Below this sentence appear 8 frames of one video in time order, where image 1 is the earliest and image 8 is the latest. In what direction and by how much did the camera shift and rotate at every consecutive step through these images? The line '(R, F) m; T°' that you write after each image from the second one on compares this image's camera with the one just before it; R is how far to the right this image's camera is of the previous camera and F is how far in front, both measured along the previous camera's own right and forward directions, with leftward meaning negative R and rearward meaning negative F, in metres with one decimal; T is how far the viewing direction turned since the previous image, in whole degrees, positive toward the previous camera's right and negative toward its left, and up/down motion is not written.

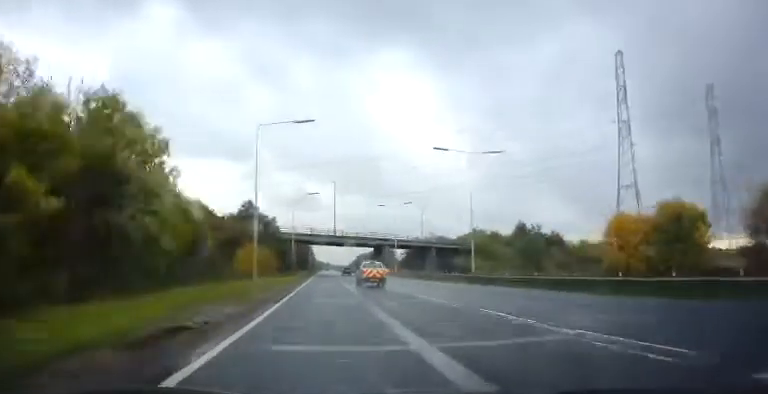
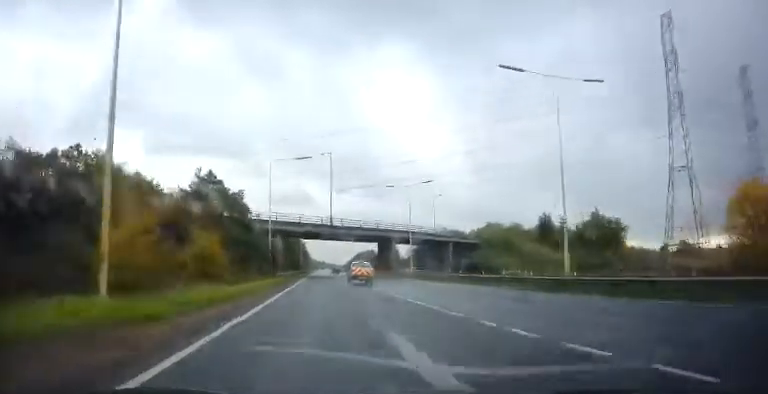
(+0.2, +18.7) m; 0°
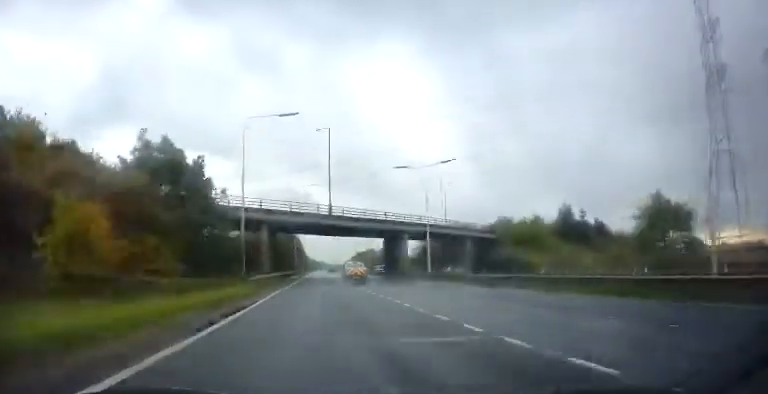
(-0.1, +11.7) m; 0°
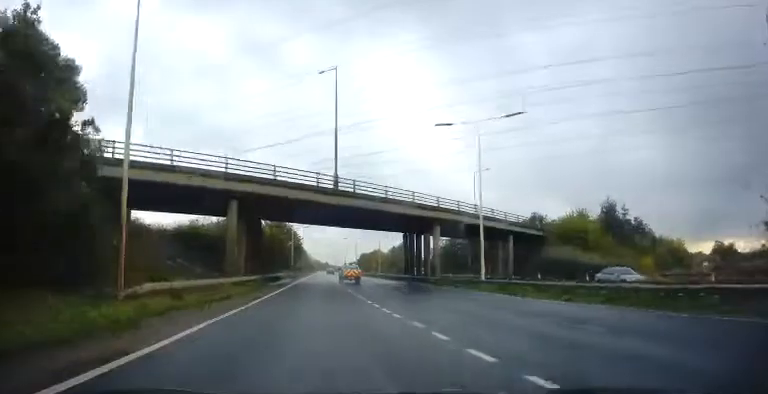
(0.0, +17.0) m; 0°
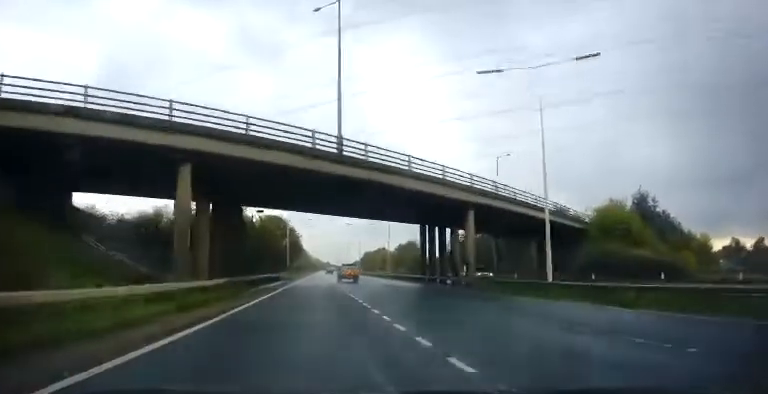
(0.0, +10.5) m; 0°
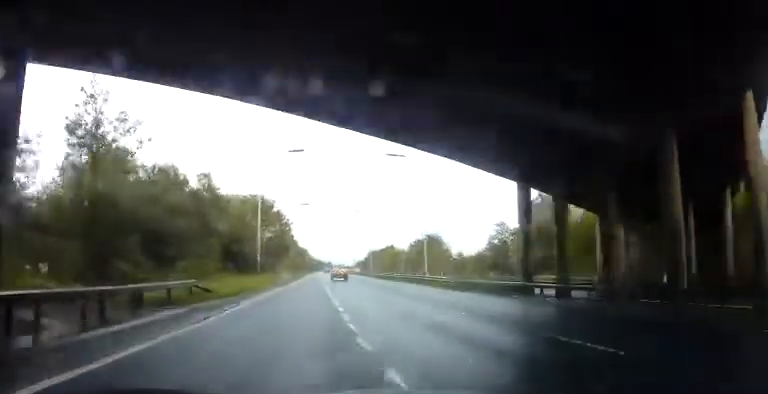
(0.0, +26.4) m; 0°
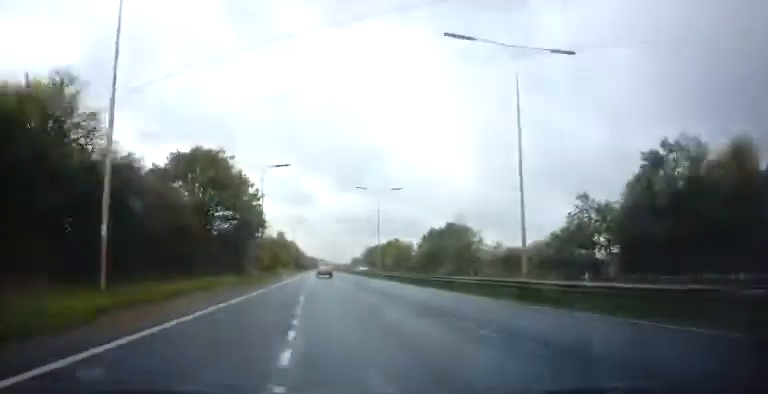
(+0.1, +24.5) m; 0°
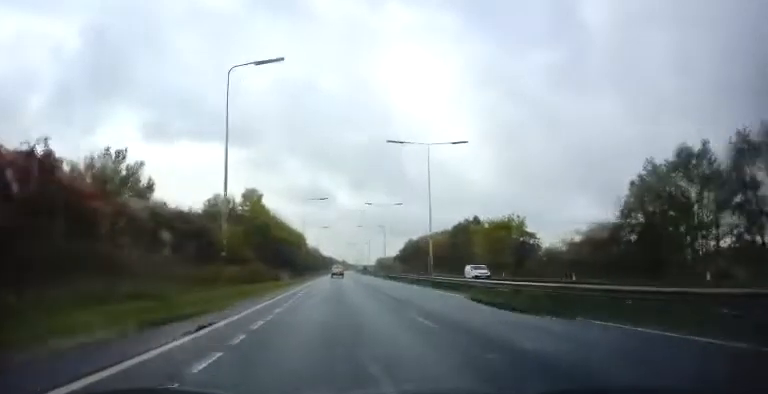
(-2.1, +69.6) m; -2°
